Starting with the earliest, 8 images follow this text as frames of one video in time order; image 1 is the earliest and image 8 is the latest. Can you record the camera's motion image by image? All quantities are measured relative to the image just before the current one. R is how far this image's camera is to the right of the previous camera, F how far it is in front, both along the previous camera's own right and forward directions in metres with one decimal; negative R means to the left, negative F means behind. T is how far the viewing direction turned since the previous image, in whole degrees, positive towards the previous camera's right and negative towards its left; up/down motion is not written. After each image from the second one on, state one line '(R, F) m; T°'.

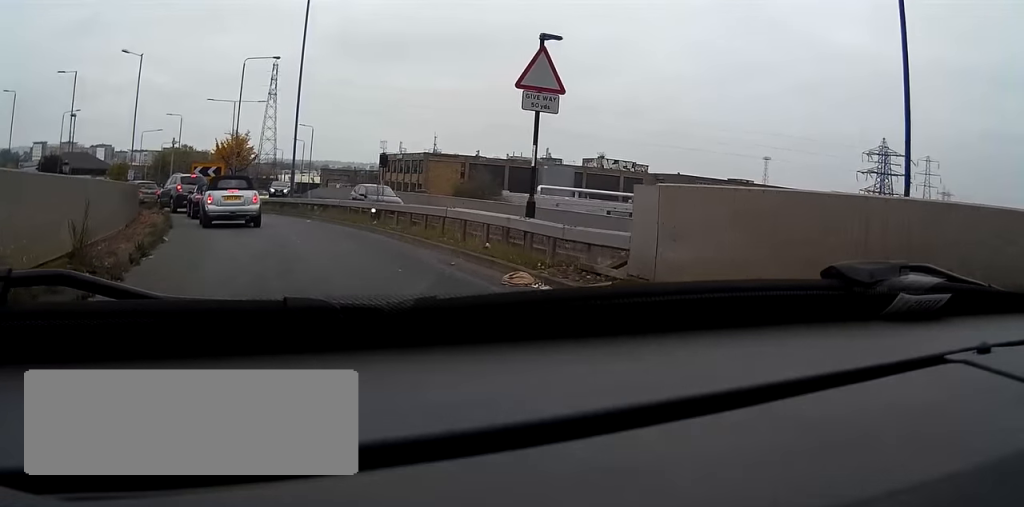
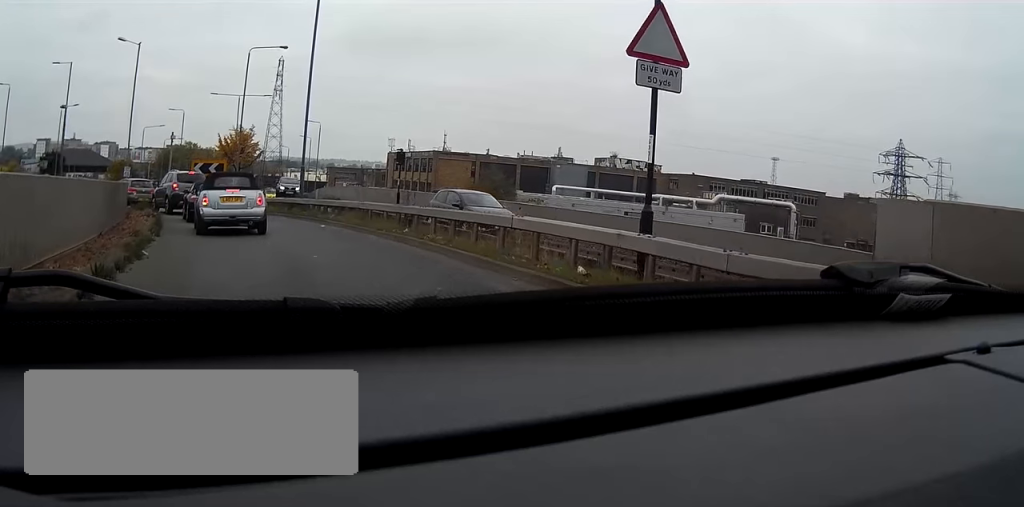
(0.0, +3.6) m; 0°
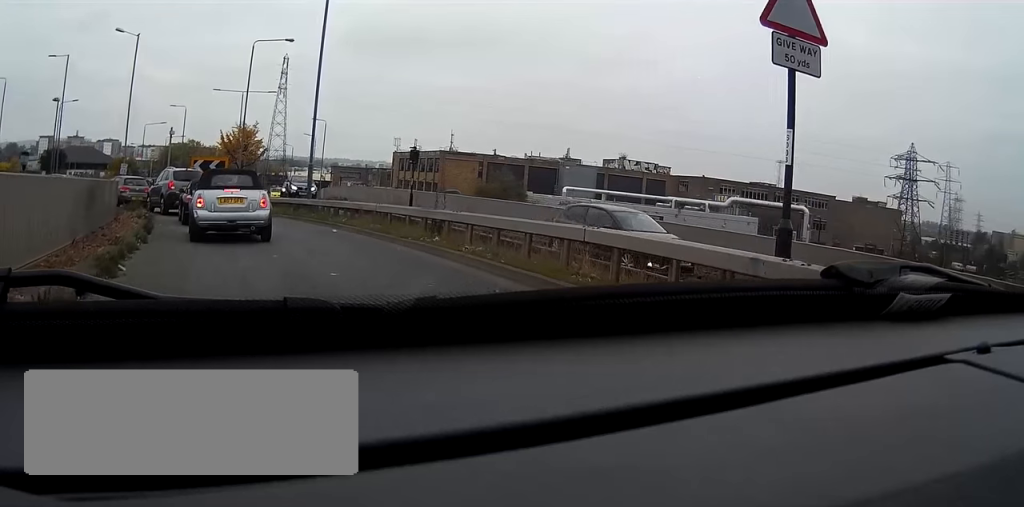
(0.0, +2.6) m; 0°
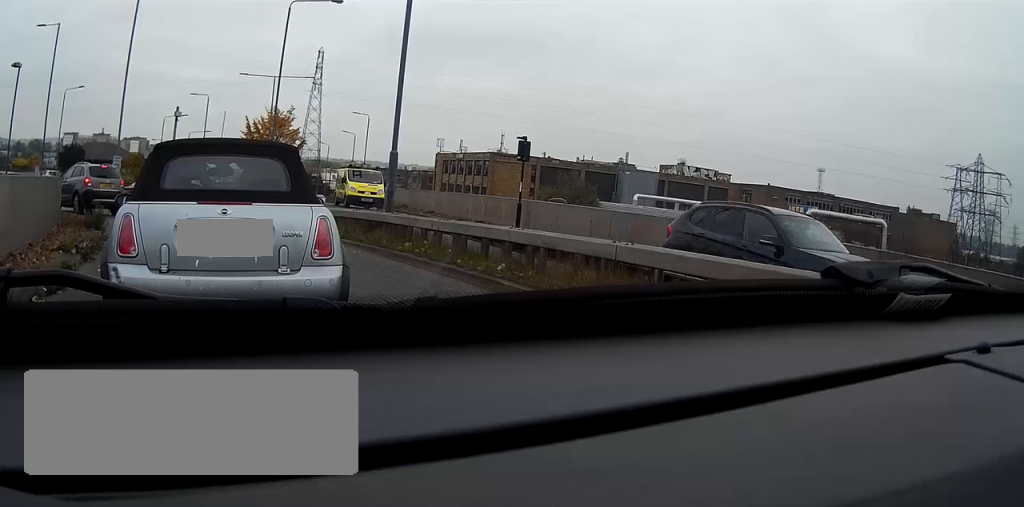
(-0.4, +12.9) m; -5°
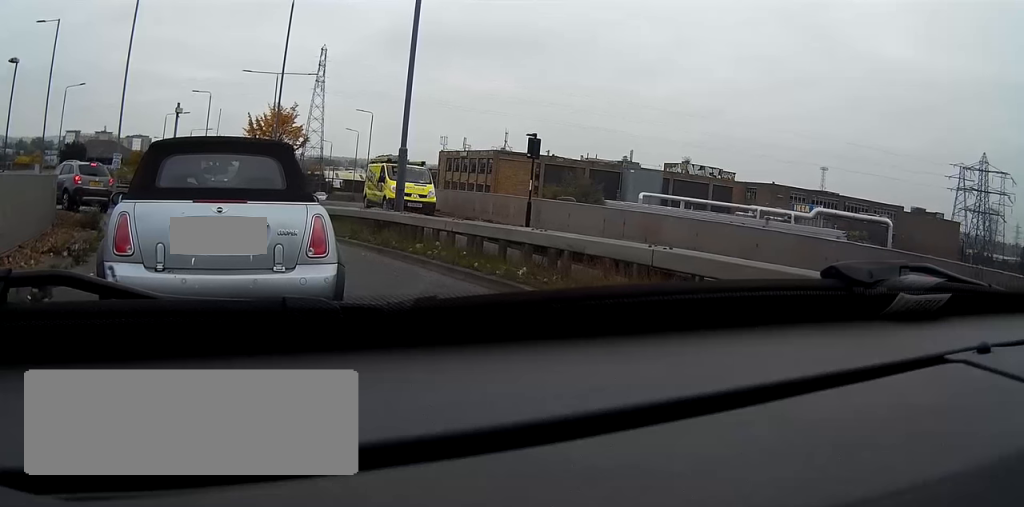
(0.0, +0.8) m; 0°
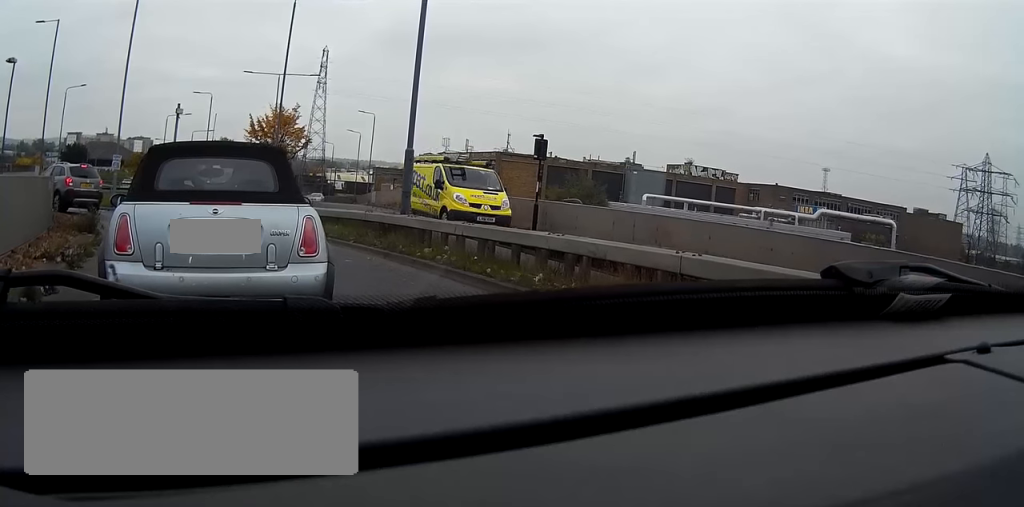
(0.0, +0.6) m; 0°
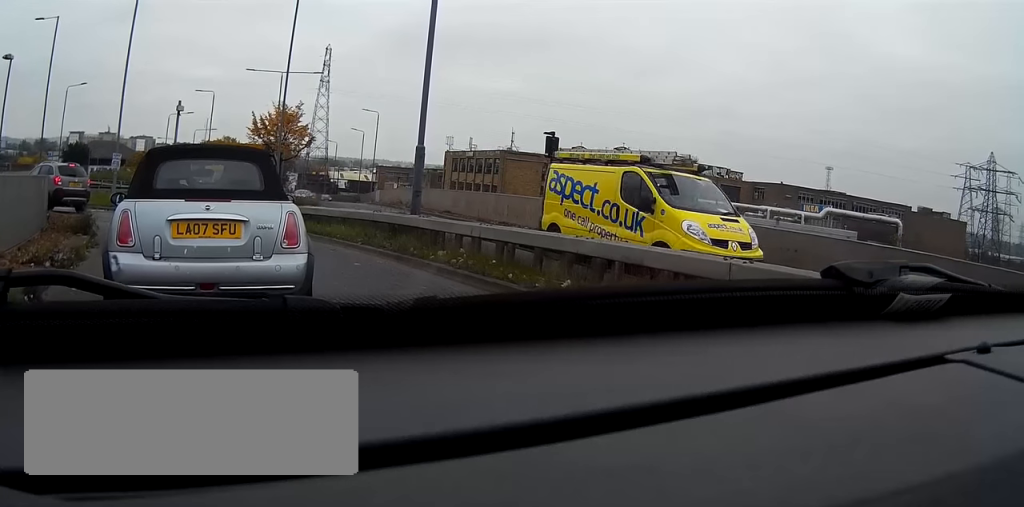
(-0.1, +0.7) m; 0°
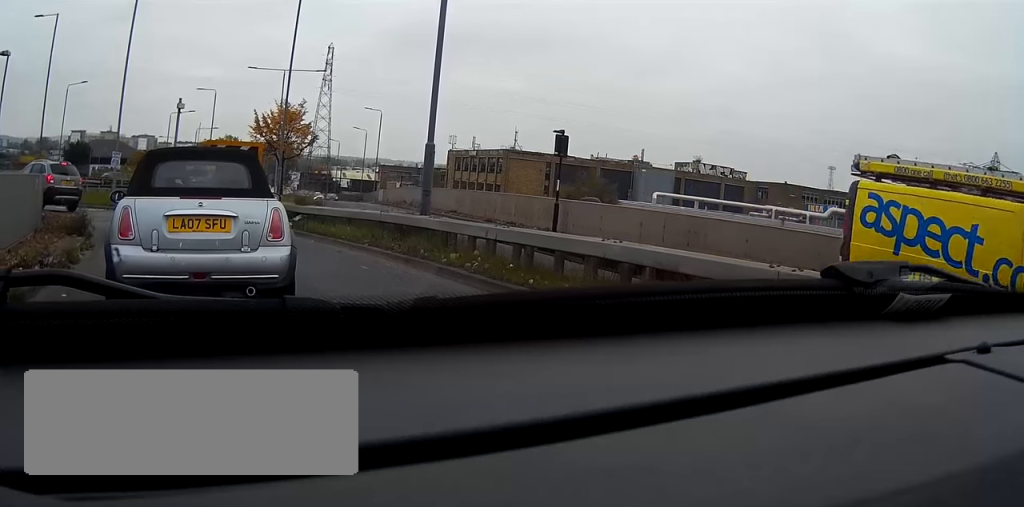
(-0.1, +0.5) m; 0°
